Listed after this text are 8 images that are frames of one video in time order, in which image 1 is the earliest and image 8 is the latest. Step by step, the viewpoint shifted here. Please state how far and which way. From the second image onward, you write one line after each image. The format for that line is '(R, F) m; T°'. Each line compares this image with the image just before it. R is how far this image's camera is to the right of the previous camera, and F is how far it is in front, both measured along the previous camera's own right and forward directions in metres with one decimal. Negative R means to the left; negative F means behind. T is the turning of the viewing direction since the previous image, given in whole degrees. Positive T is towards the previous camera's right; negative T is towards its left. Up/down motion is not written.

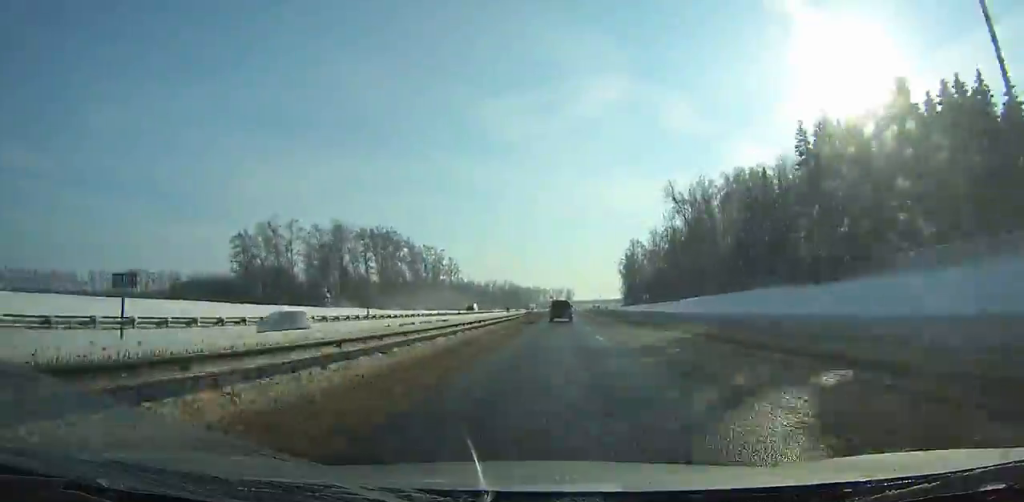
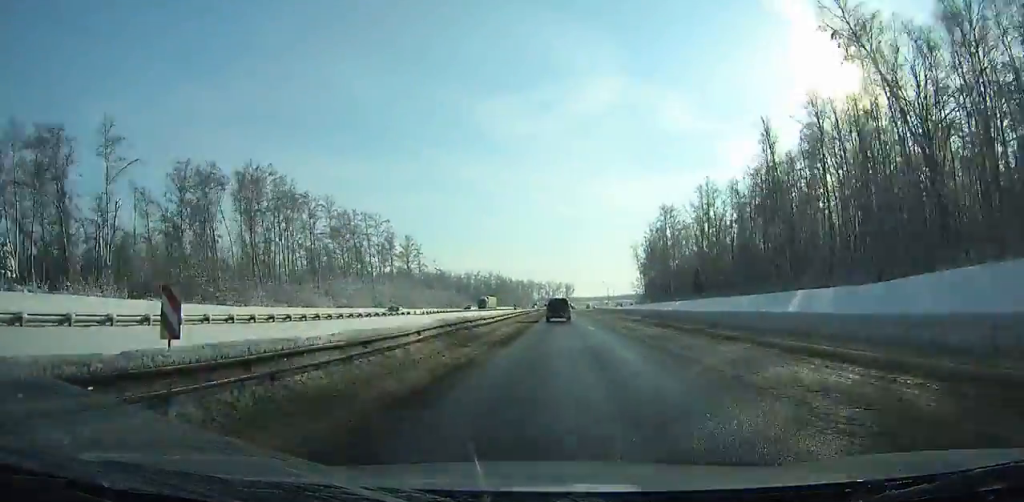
(0.0, +72.3) m; 0°
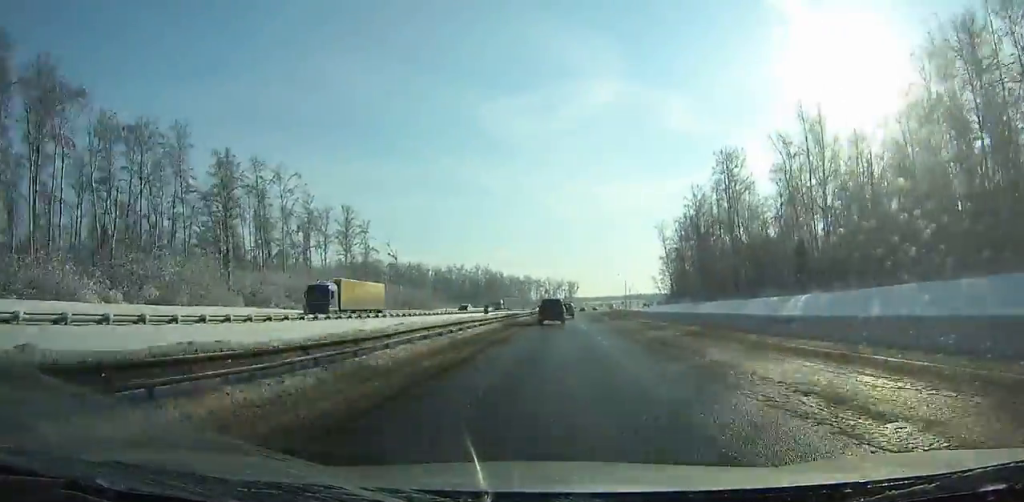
(-0.1, +58.6) m; 0°
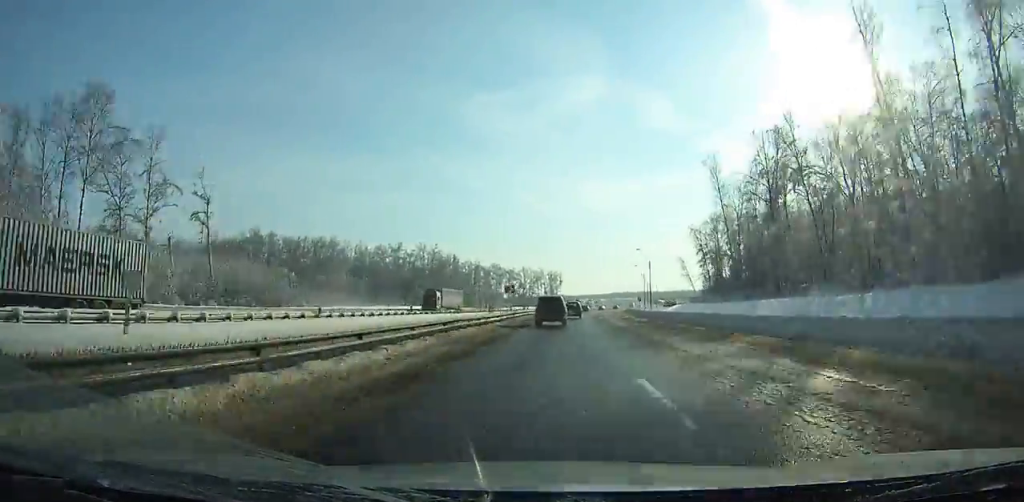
(+0.6, +76.1) m; +2°
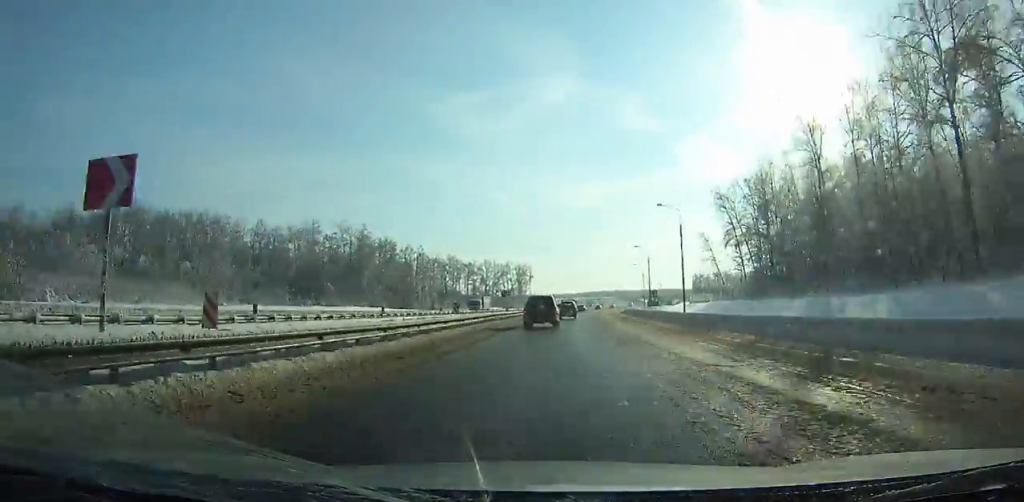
(+1.3, +44.5) m; +3°
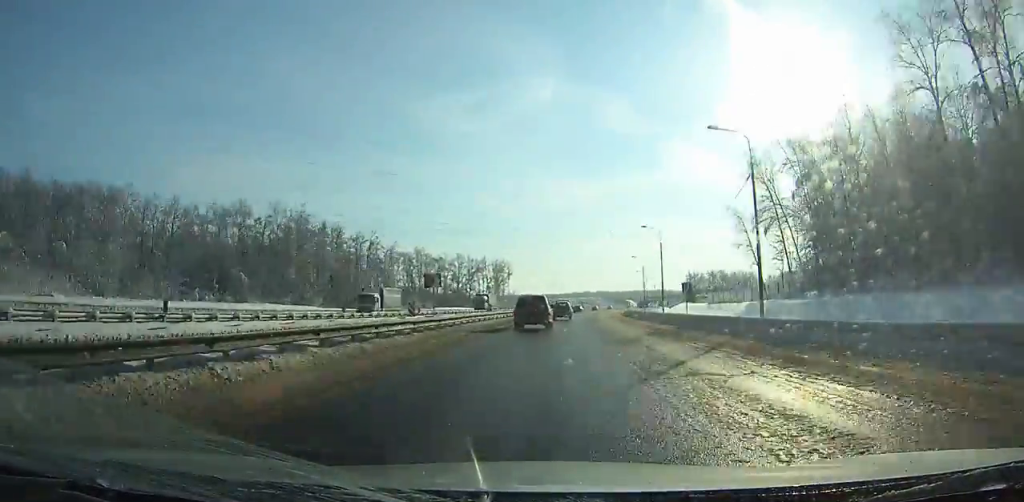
(-0.2, +26.5) m; +2°
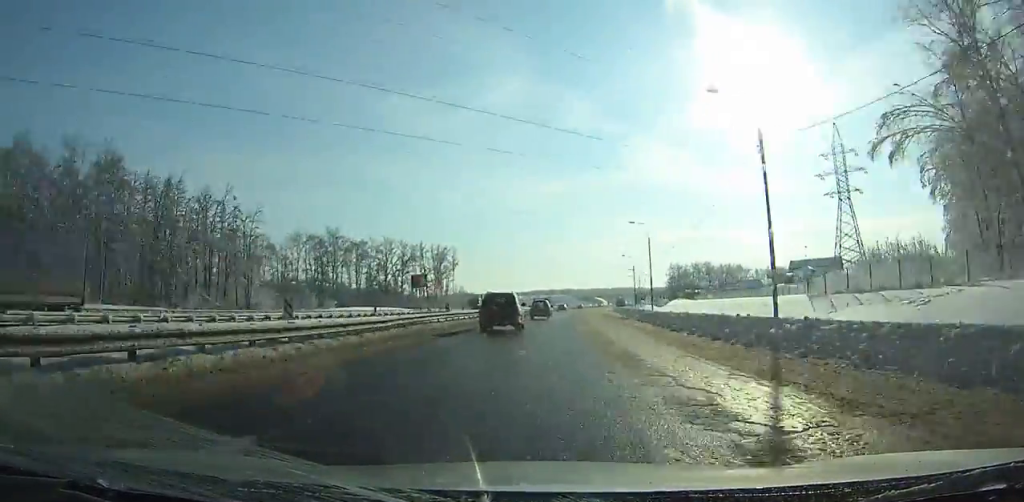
(+1.9, +46.0) m; +3°
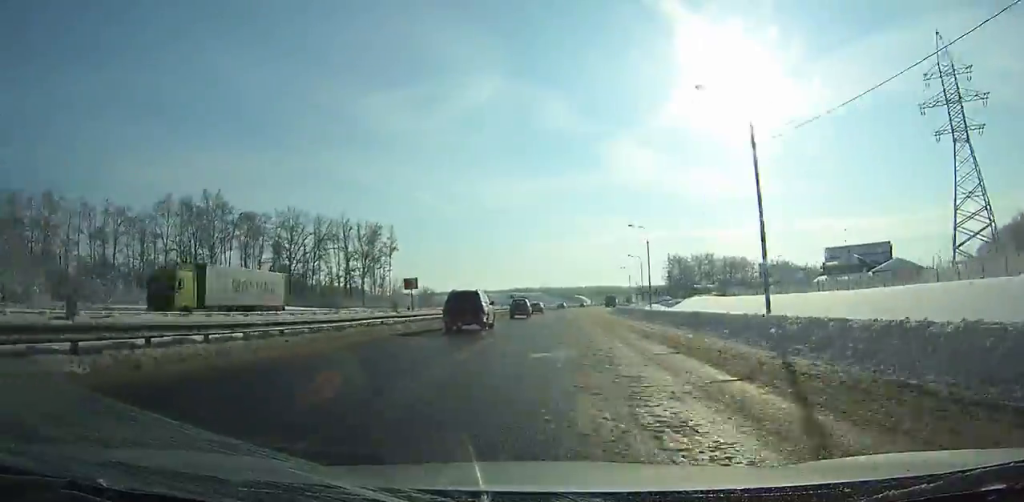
(+1.1, +43.9) m; +2°
